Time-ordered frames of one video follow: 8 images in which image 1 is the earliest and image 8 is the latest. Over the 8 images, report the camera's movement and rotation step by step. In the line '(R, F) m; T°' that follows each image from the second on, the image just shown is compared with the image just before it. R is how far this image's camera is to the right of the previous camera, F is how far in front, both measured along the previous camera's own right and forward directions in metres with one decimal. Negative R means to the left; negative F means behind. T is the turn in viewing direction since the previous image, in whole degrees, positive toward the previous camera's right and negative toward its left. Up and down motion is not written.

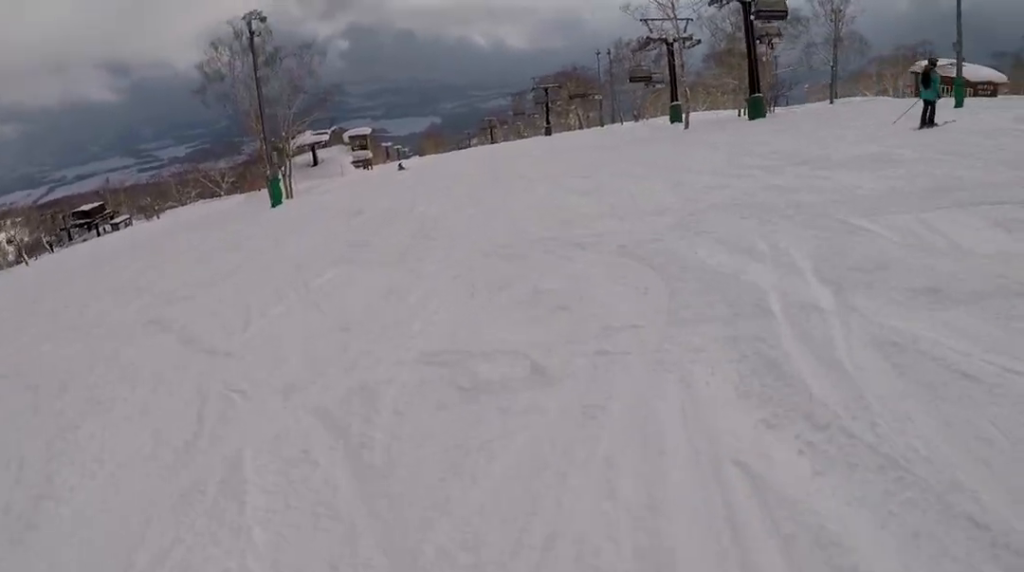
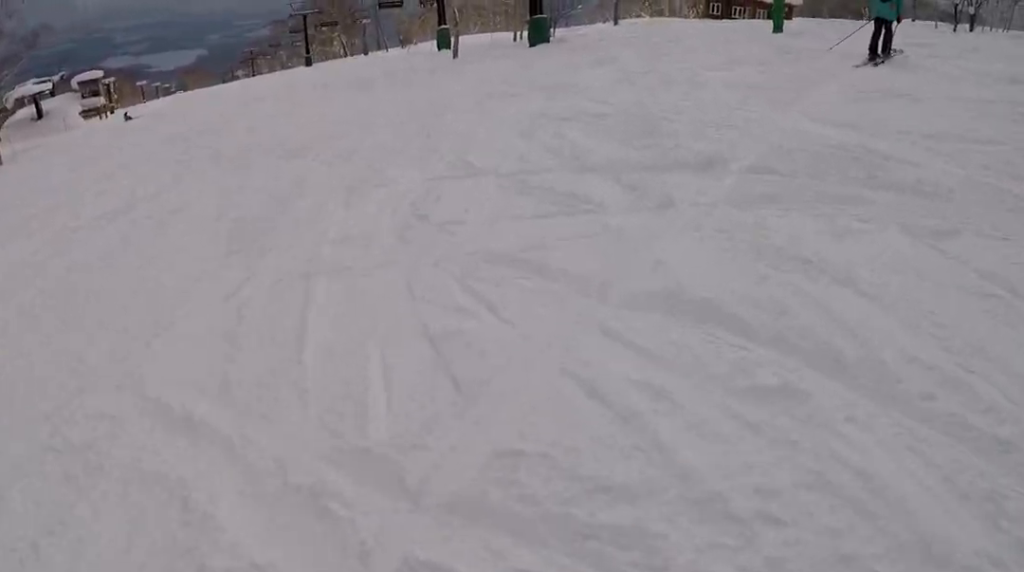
(+0.8, +6.8) m; +8°
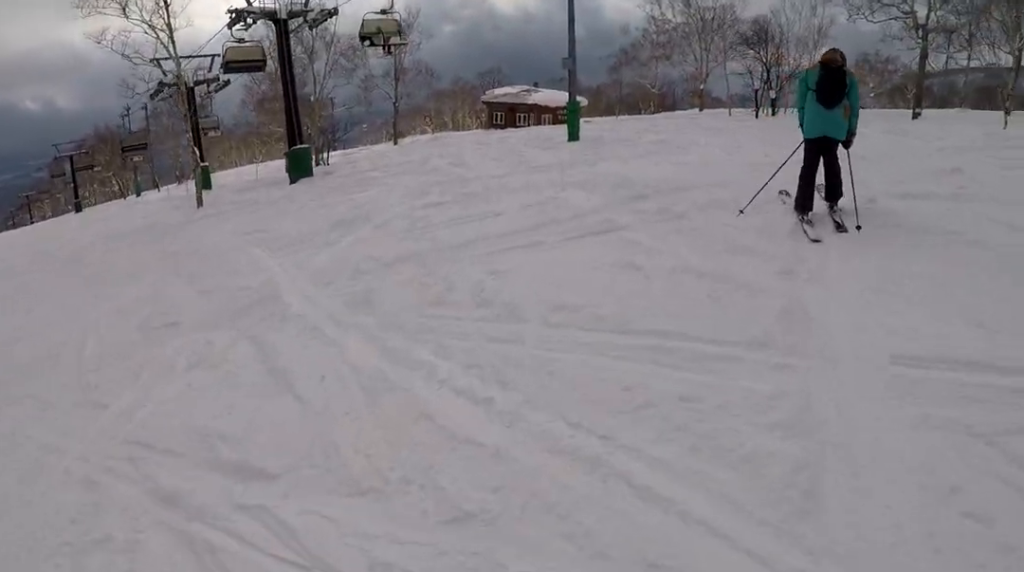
(+0.2, +6.0) m; +12°
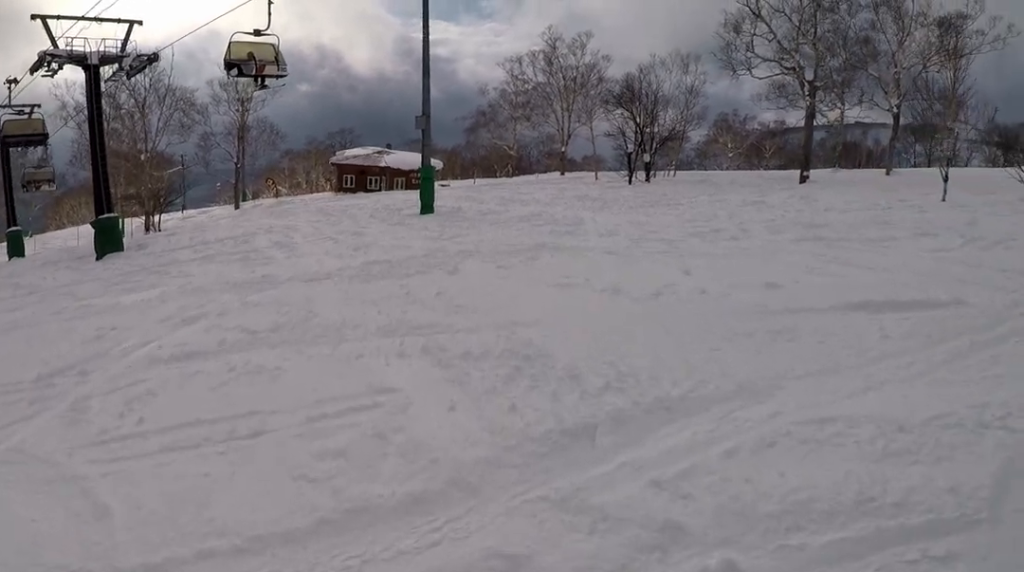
(+1.0, +4.5) m; +19°
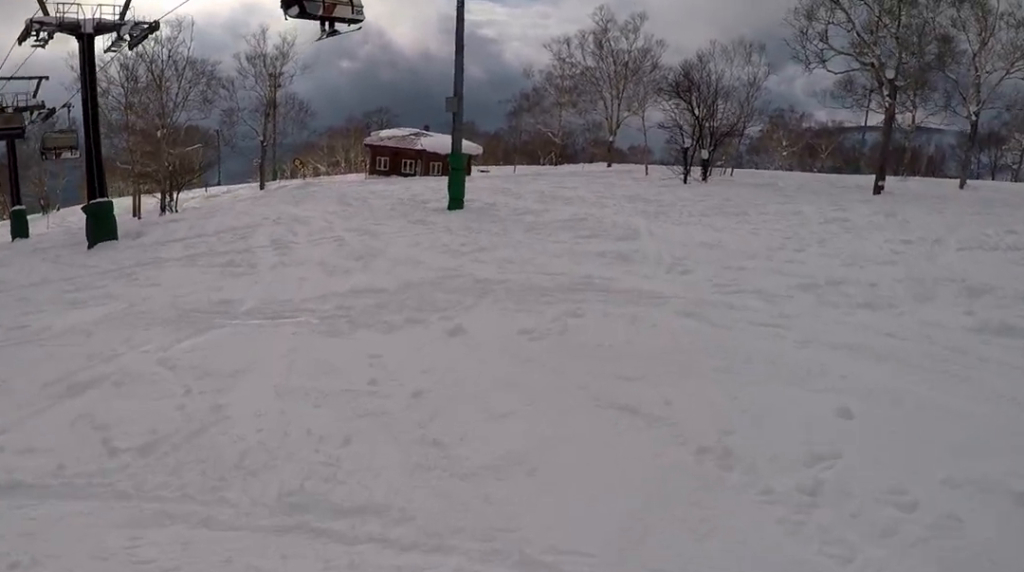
(+0.3, +3.6) m; -20°
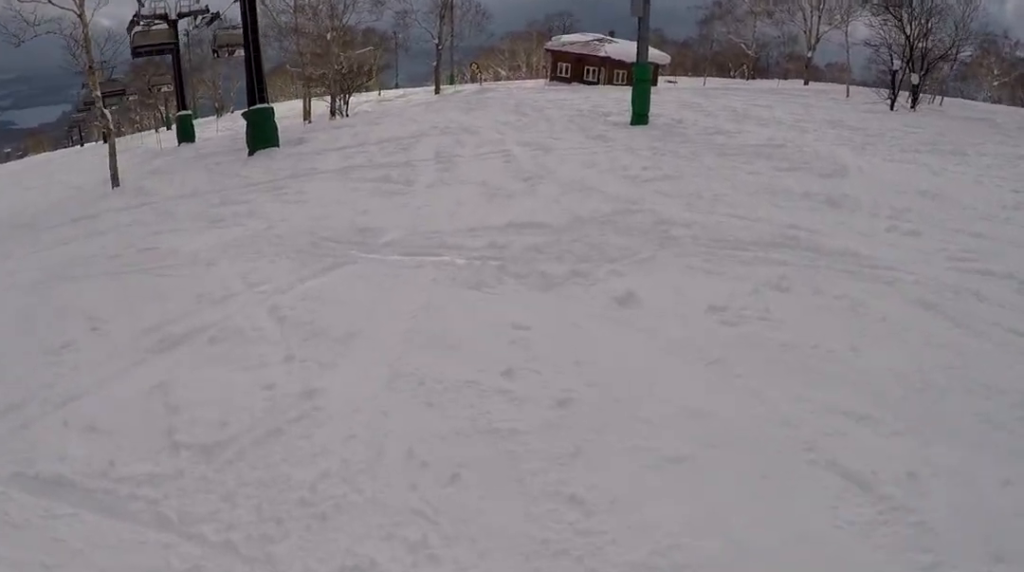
(-0.8, +1.8) m; -8°
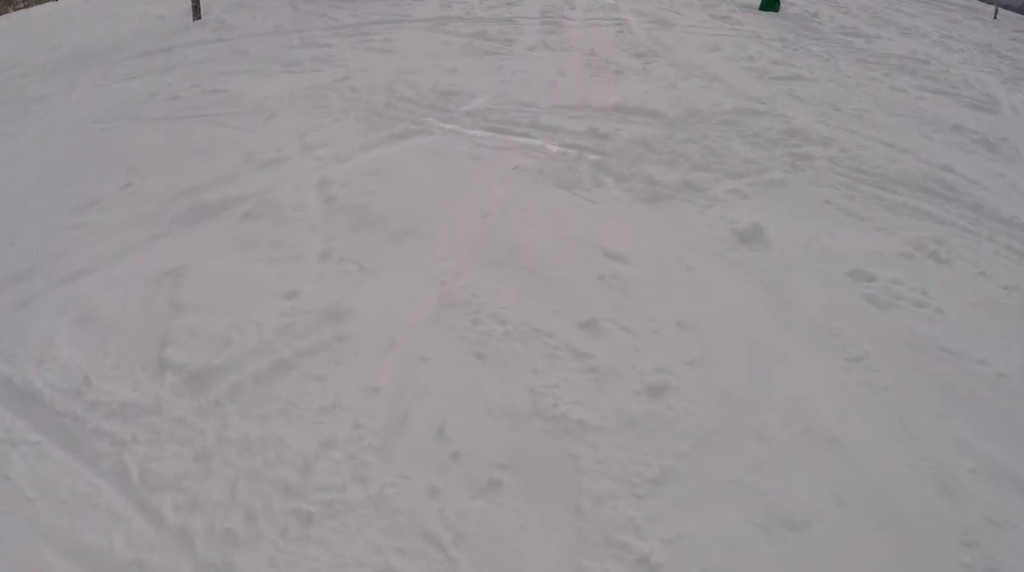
(-0.5, +1.6) m; -7°
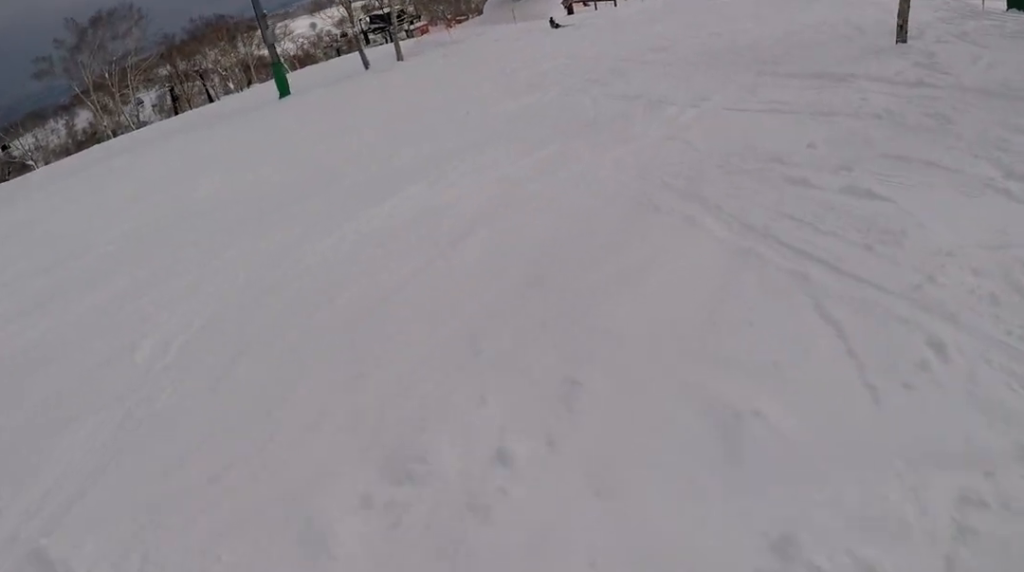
(-1.6, +4.5) m; -45°
